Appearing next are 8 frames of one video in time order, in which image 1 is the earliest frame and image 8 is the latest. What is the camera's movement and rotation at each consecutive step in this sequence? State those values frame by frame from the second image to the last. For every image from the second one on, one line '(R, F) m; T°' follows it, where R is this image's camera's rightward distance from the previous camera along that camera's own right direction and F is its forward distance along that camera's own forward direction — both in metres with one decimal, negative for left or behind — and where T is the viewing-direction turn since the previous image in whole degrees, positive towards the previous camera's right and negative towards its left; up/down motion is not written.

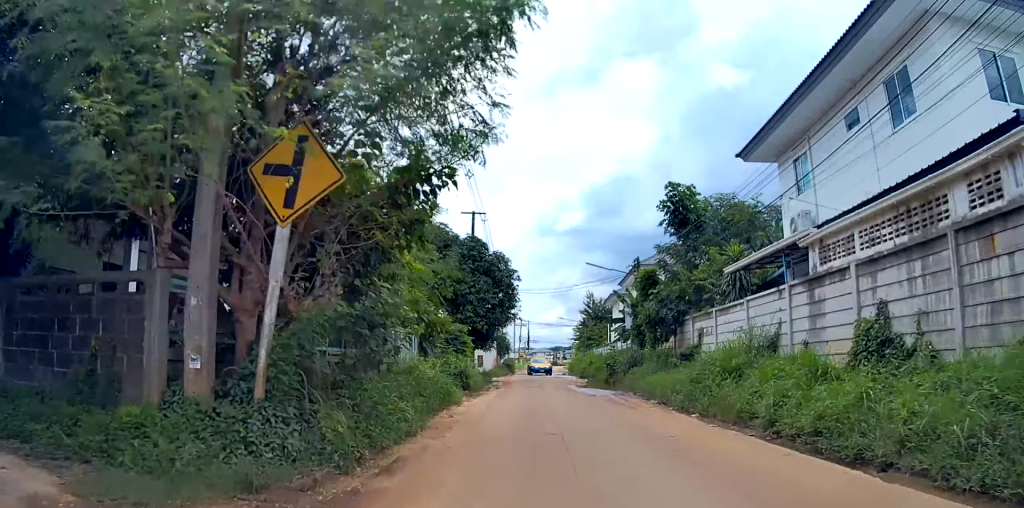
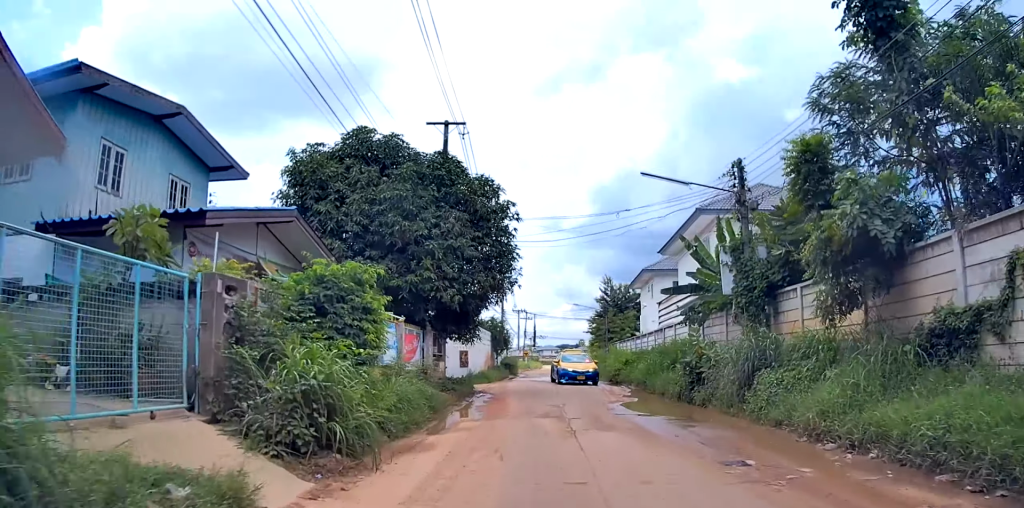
(+0.1, +15.5) m; 0°
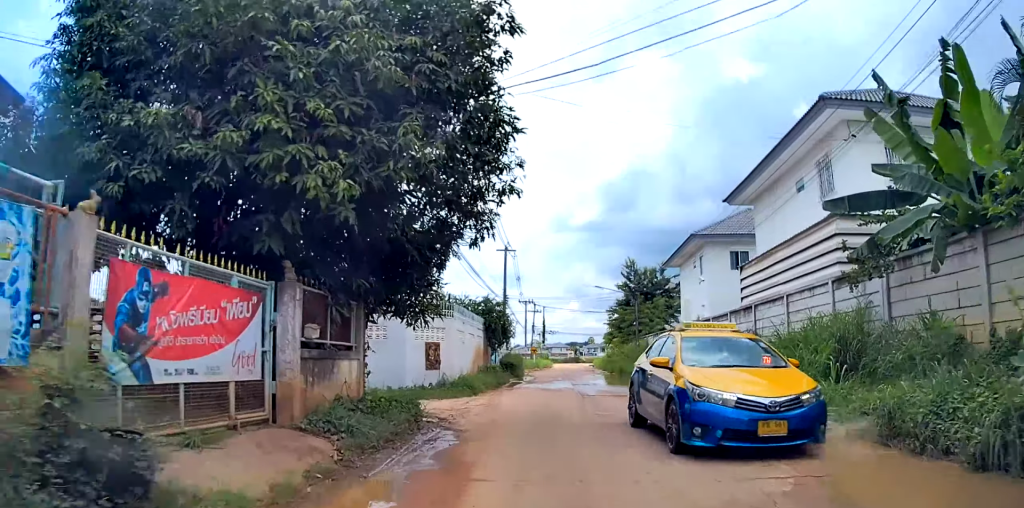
(-0.5, +13.0) m; -2°
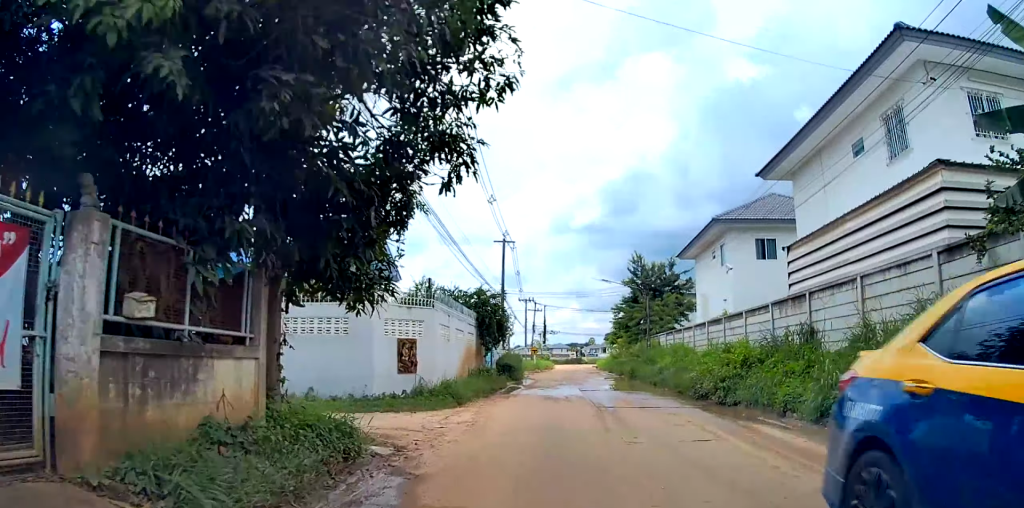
(+0.2, +3.9) m; +1°
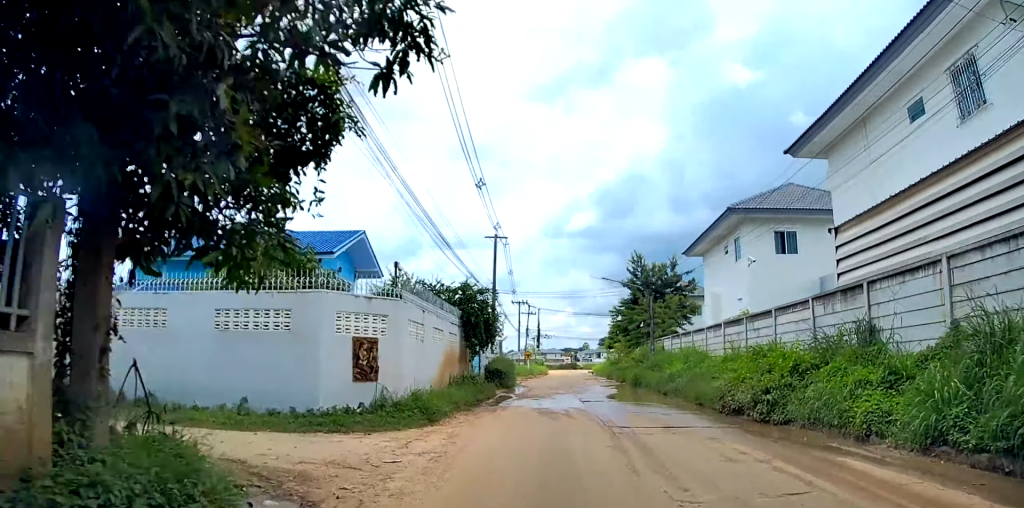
(+0.1, +3.3) m; +1°
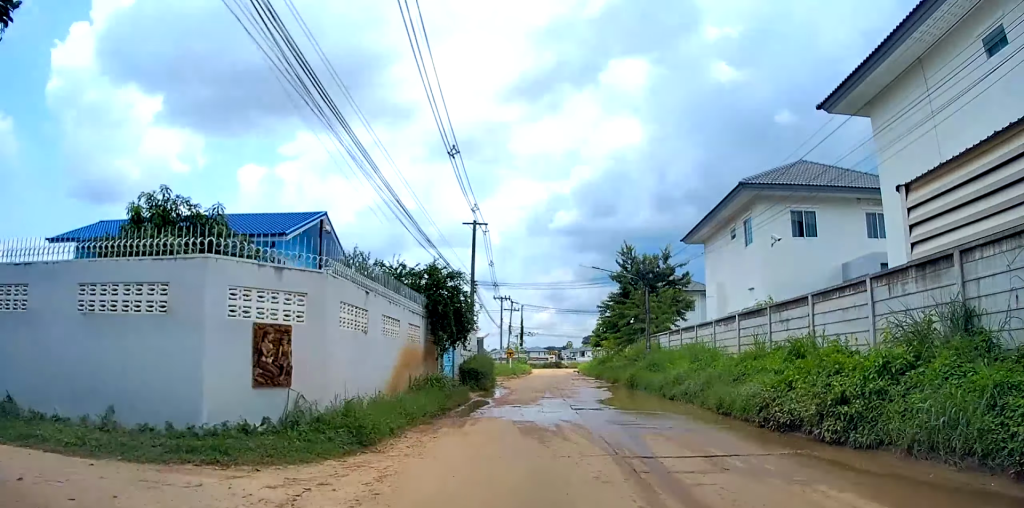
(-0.1, +4.0) m; -1°
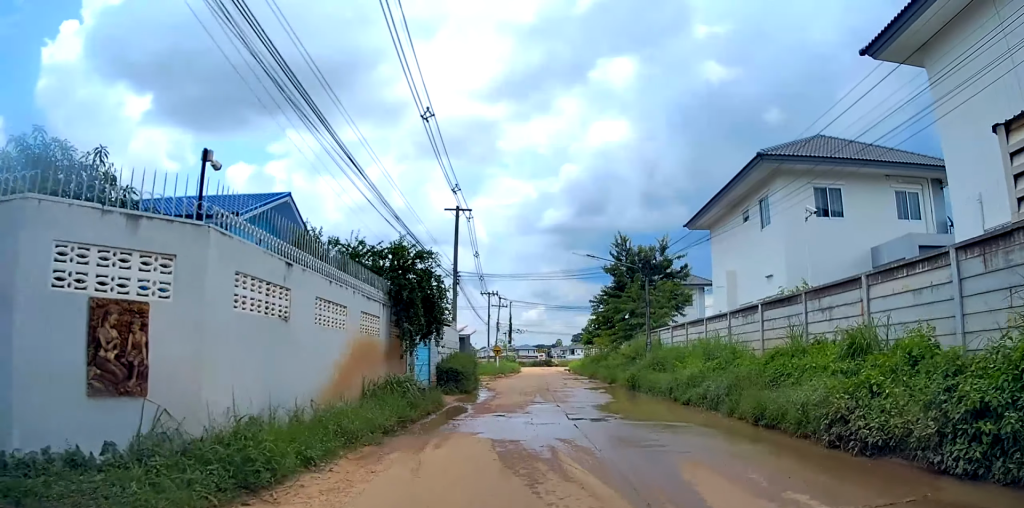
(0.0, +3.5) m; -1°
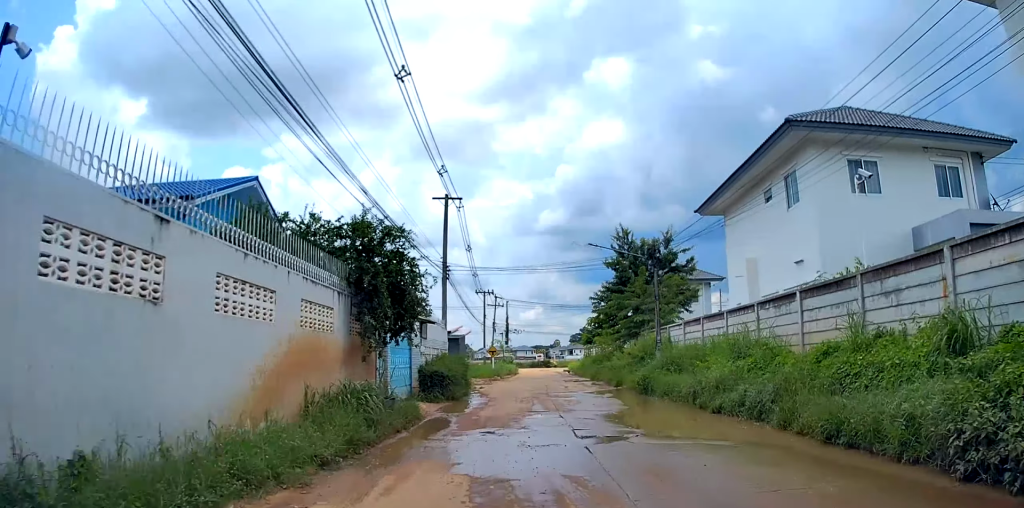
(0.0, +3.2) m; 0°
